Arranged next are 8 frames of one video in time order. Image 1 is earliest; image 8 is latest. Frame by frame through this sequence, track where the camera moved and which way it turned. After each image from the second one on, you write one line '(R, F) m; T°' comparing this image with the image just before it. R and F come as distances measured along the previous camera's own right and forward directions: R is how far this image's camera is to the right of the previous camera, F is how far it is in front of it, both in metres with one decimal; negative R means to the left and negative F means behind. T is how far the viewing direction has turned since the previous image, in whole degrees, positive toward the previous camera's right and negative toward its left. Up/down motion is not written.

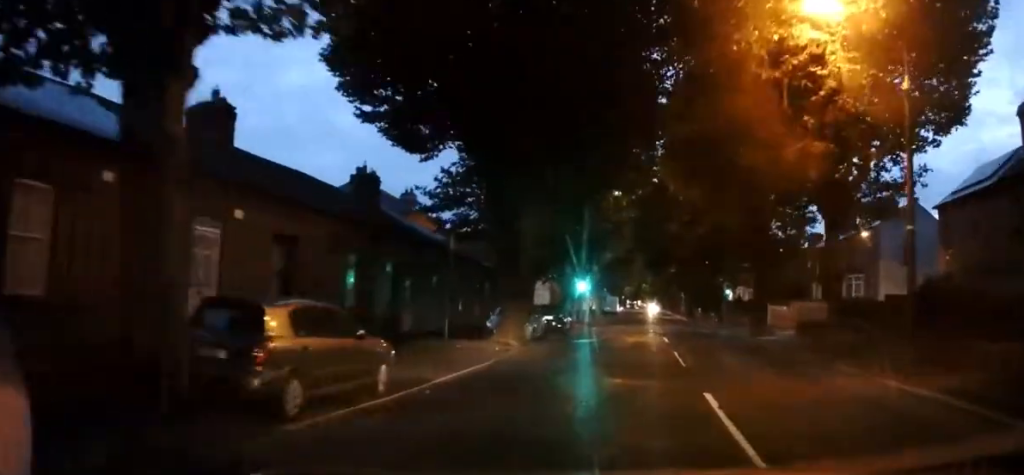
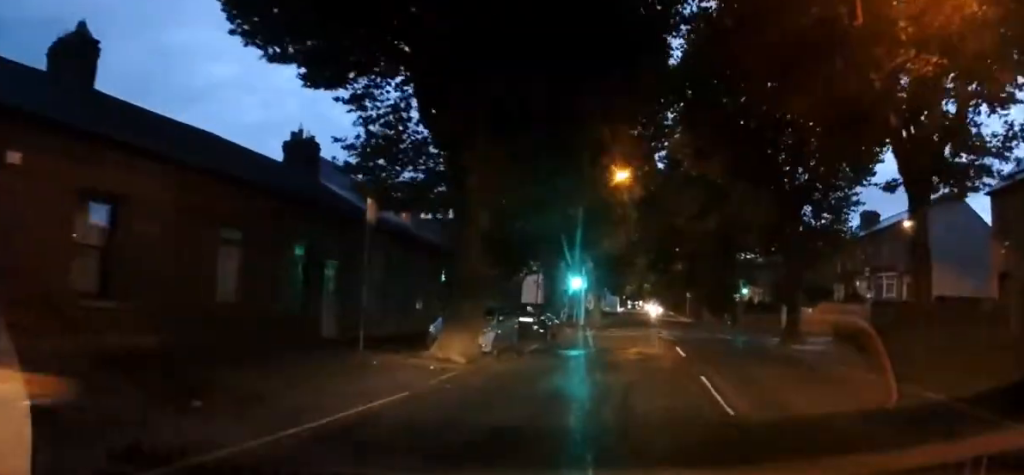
(0.0, +6.2) m; 0°
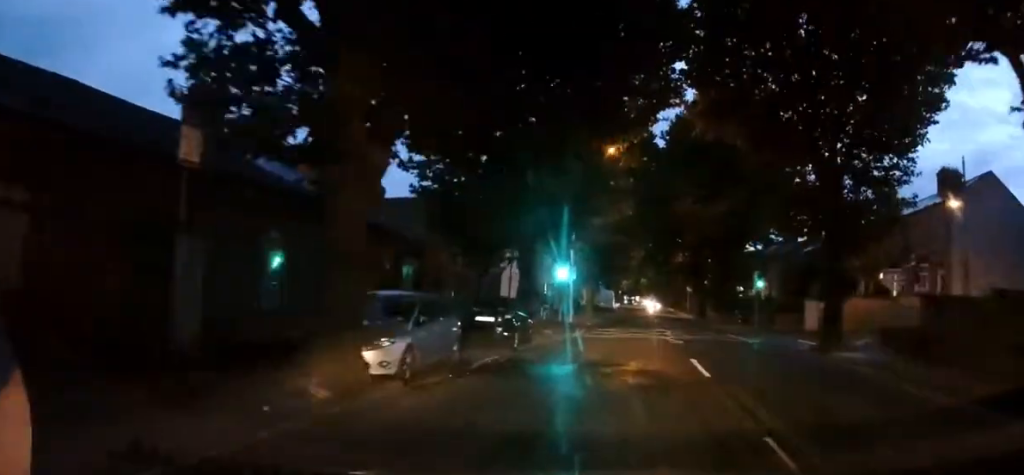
(-0.3, +5.9) m; 0°
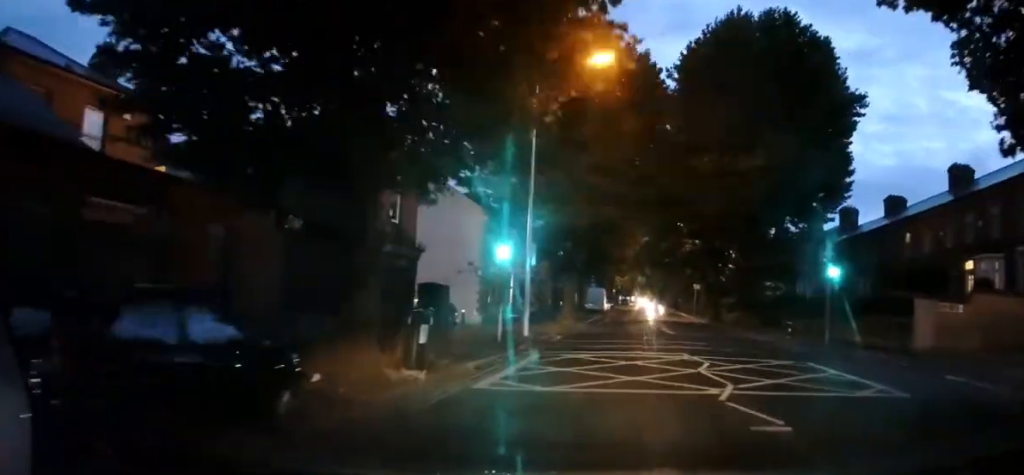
(+0.3, +14.8) m; +1°
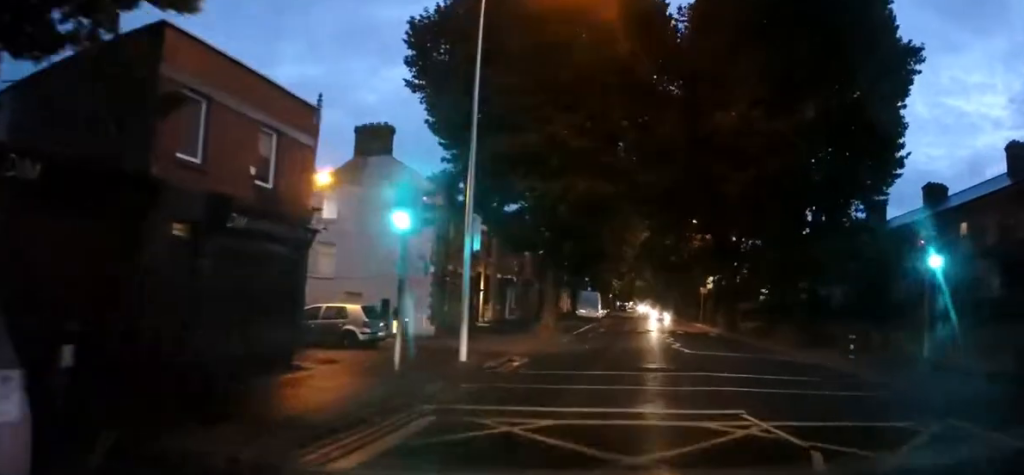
(-0.2, +8.9) m; -1°
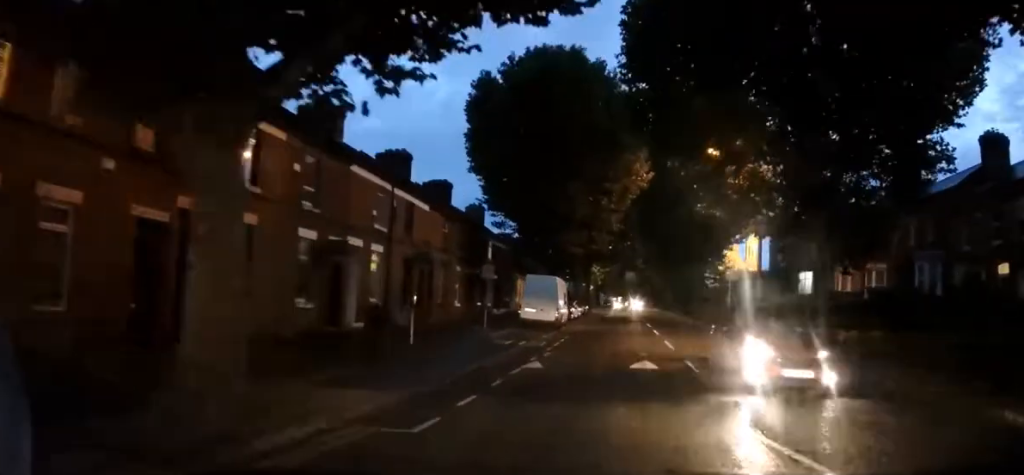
(+0.7, +24.6) m; +3°
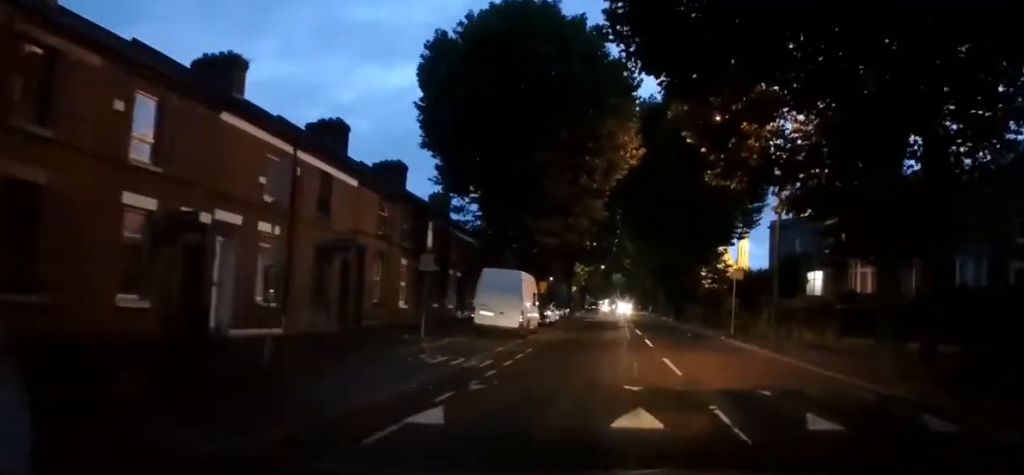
(-0.1, +6.6) m; 0°
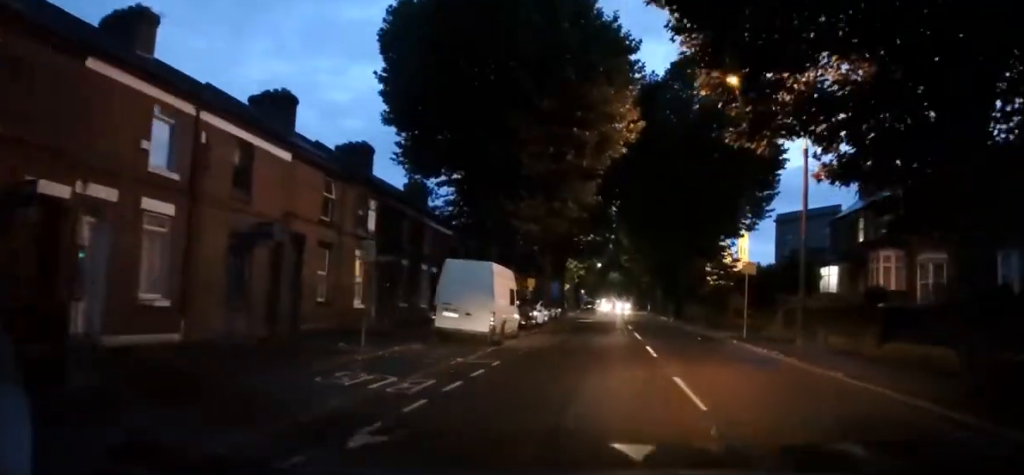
(-0.2, +4.4) m; 0°
